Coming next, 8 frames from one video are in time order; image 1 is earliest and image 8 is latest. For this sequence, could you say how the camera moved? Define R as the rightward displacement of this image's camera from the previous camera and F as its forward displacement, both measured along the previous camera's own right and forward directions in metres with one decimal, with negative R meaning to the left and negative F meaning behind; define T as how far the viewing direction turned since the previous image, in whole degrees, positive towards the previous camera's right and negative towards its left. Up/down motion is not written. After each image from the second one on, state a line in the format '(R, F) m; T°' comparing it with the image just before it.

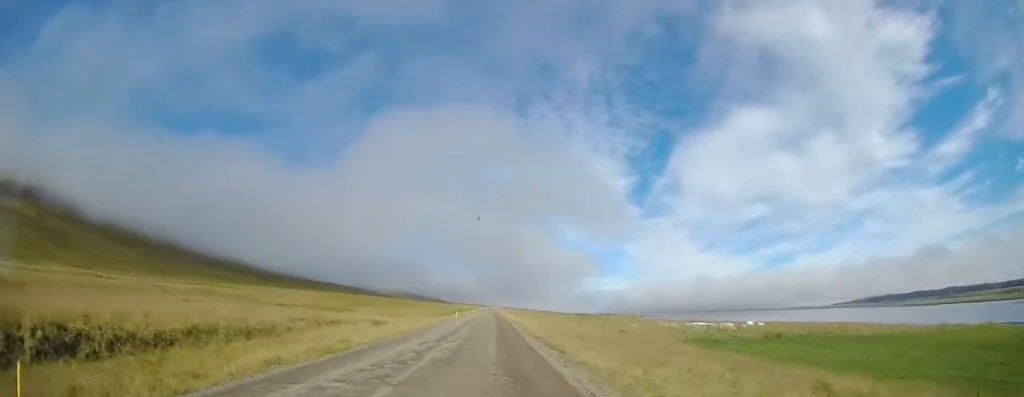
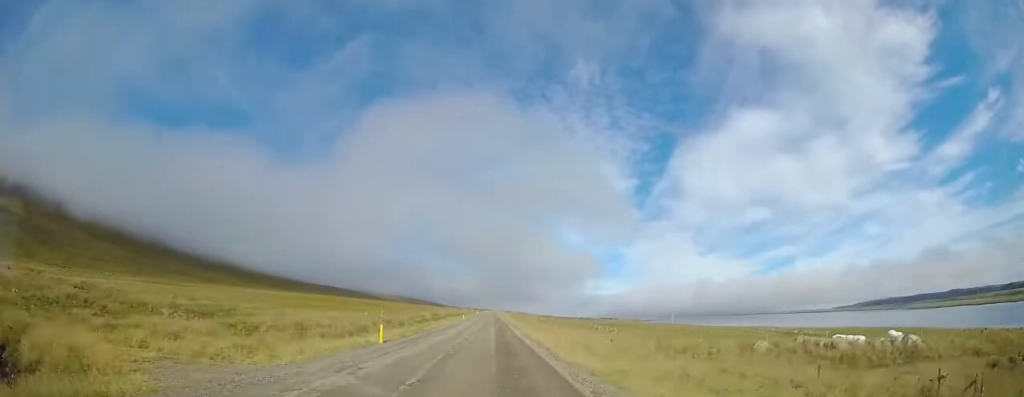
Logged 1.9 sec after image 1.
(+0.4, +35.8) m; 0°
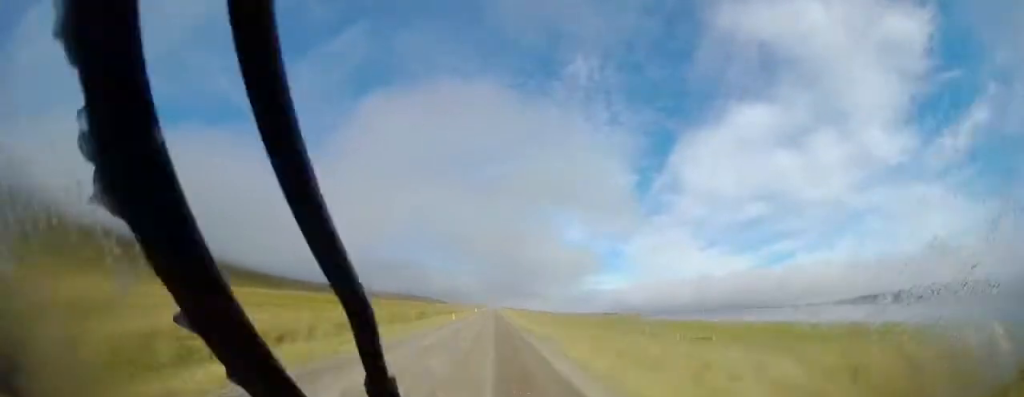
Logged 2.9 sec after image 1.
(-0.4, +18.1) m; 0°
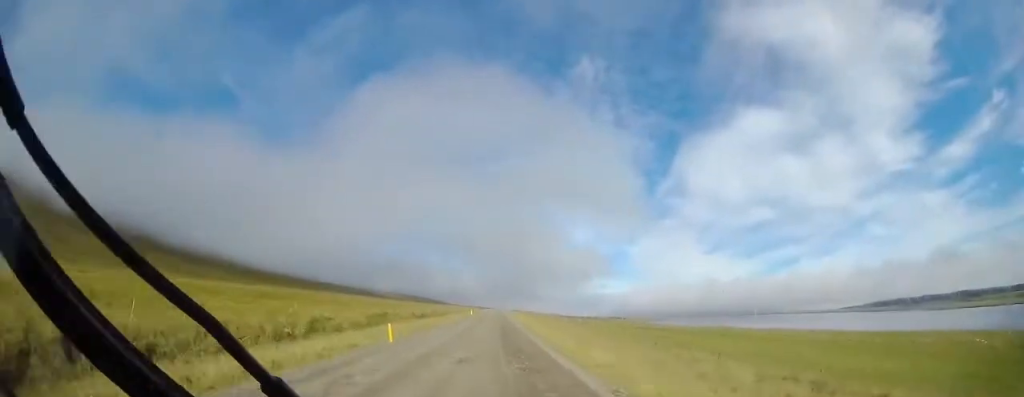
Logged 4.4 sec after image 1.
(+0.4, +29.5) m; 0°
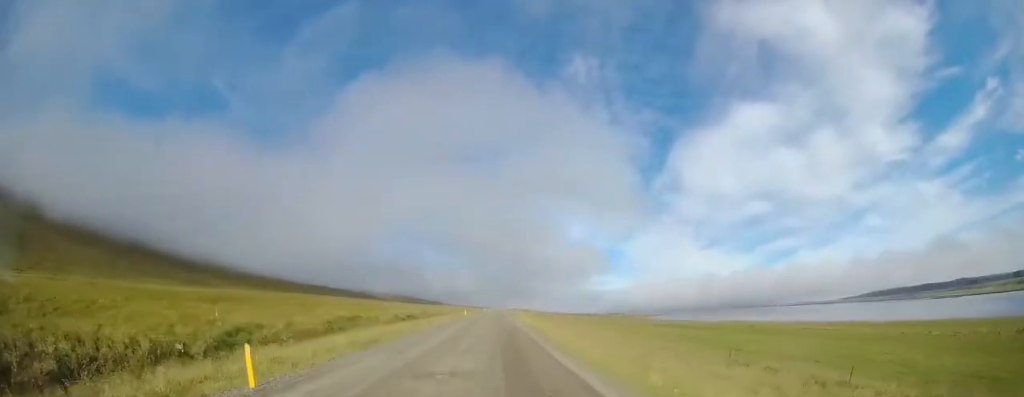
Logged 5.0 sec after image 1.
(-0.1, +10.7) m; 0°
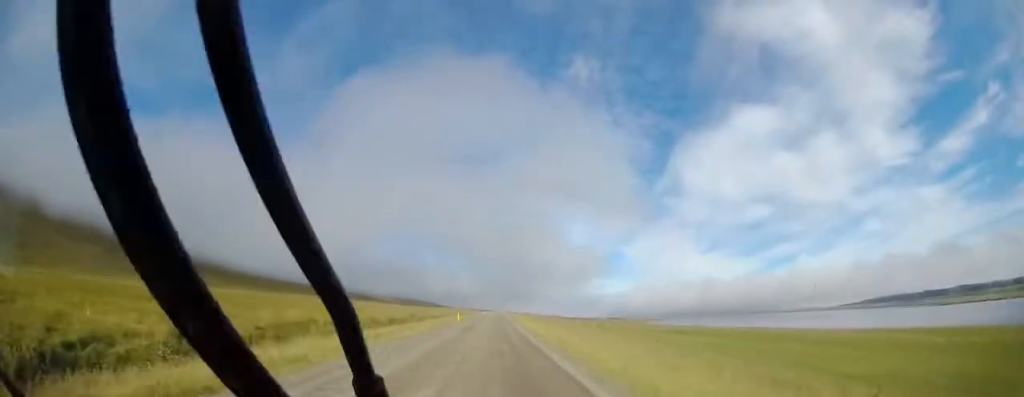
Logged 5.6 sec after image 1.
(0.0, +10.7) m; 0°
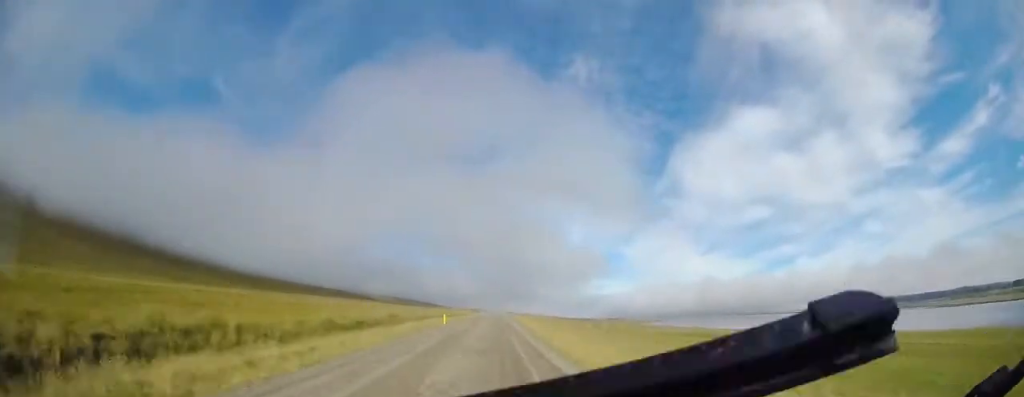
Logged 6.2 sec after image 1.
(0.0, +11.9) m; 0°
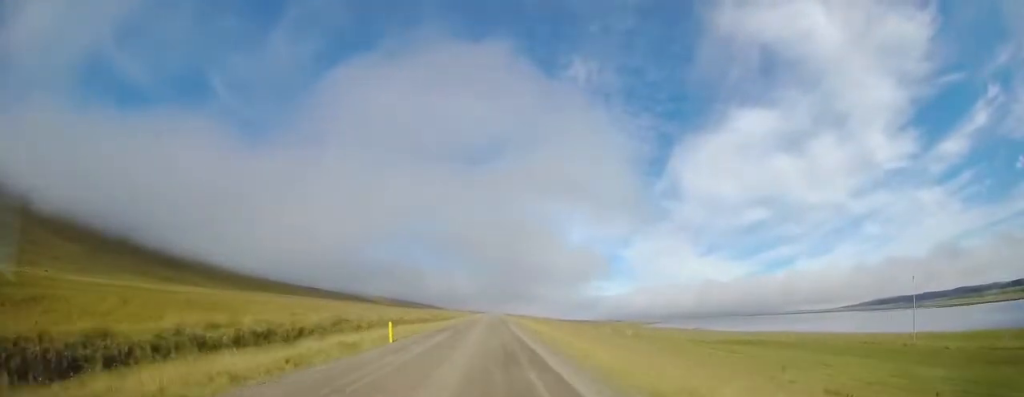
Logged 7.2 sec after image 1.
(0.0, +18.0) m; 0°
